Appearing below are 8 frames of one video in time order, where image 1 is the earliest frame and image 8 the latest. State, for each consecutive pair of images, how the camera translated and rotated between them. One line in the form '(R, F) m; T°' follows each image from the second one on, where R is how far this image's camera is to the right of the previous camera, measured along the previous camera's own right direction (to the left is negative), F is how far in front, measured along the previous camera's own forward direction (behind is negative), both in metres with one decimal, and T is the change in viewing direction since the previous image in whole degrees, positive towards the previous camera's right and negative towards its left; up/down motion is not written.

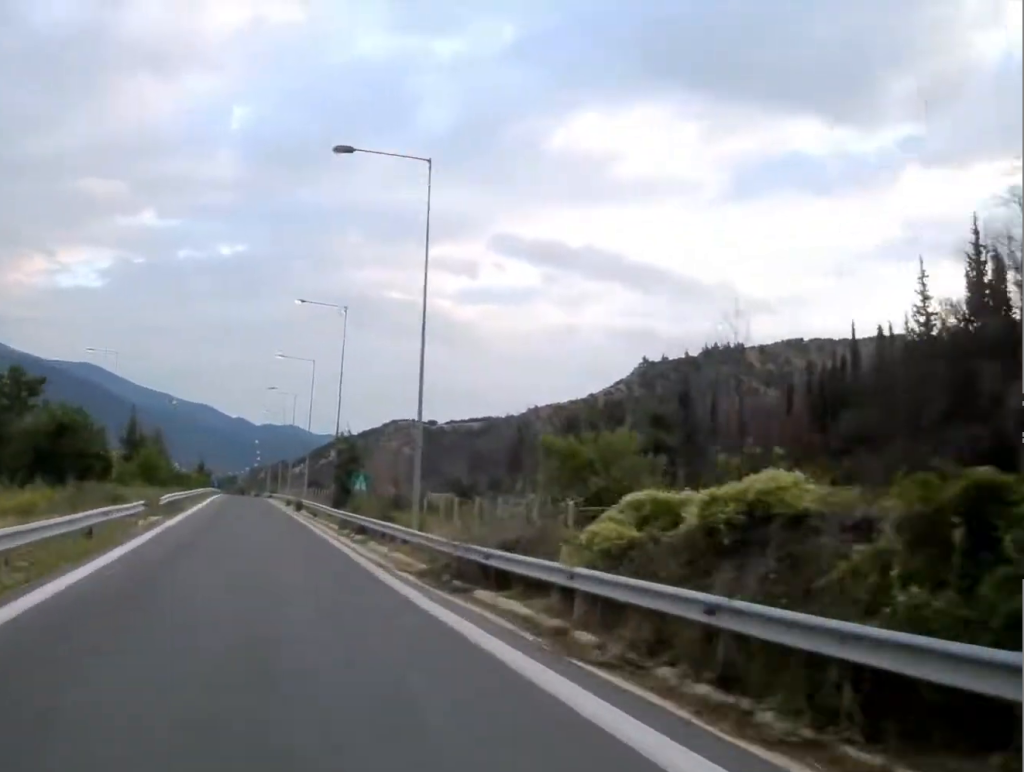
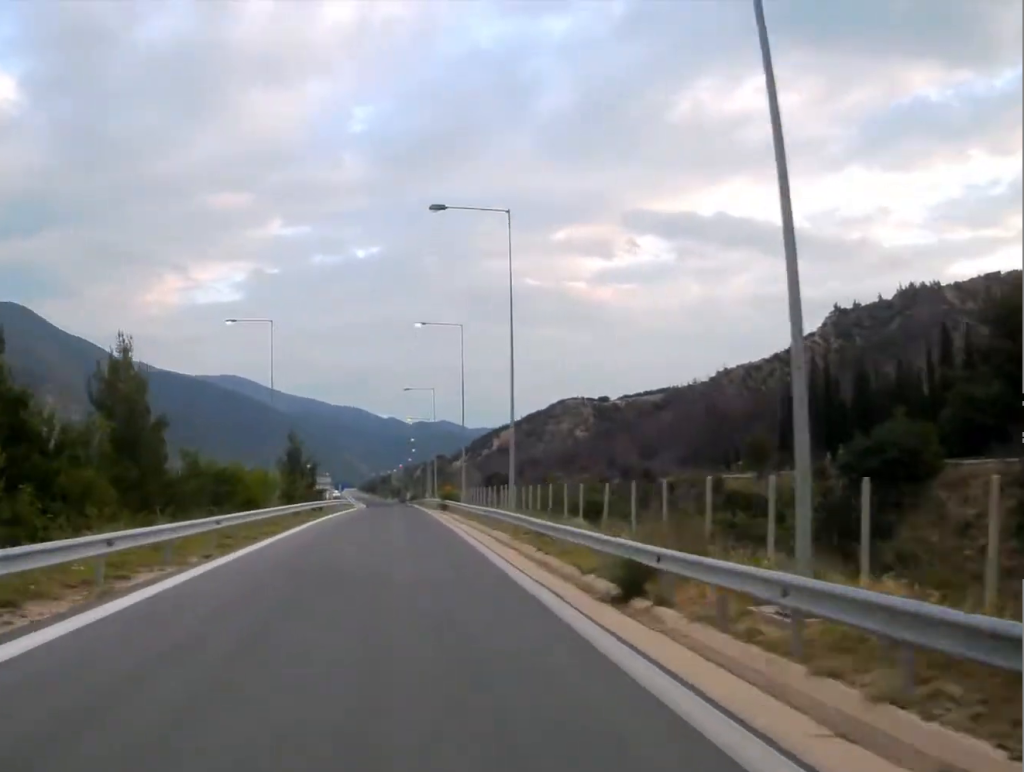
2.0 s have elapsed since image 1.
(-10.7, +64.2) m; -12°
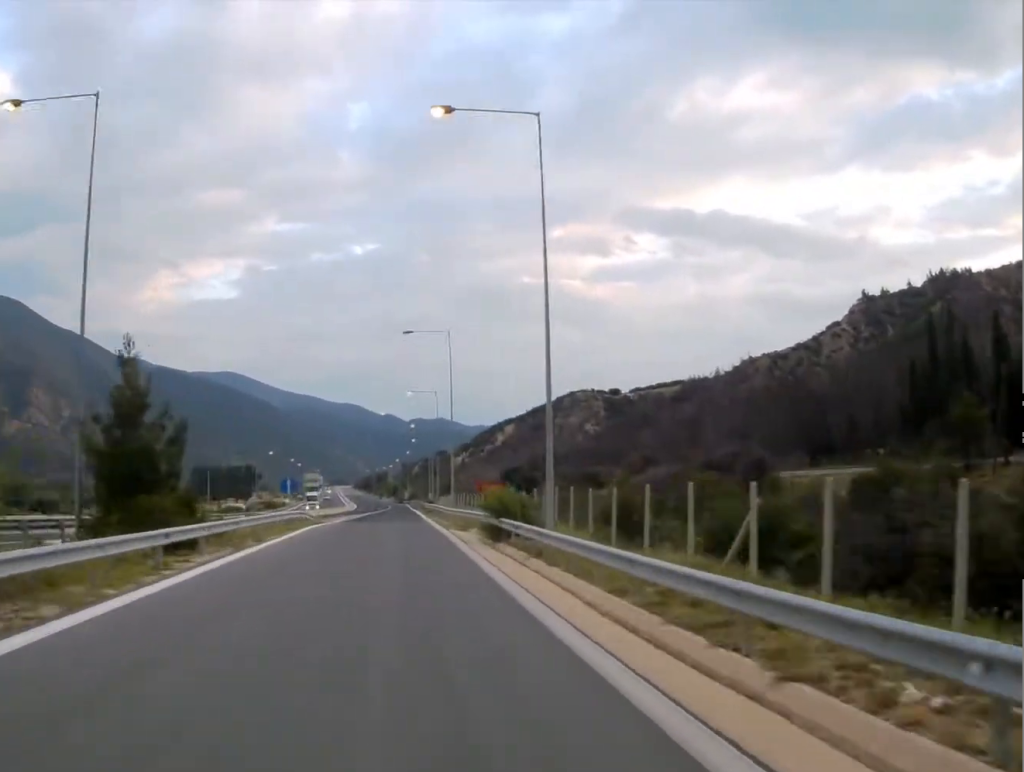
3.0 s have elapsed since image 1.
(-0.3, +36.0) m; 0°
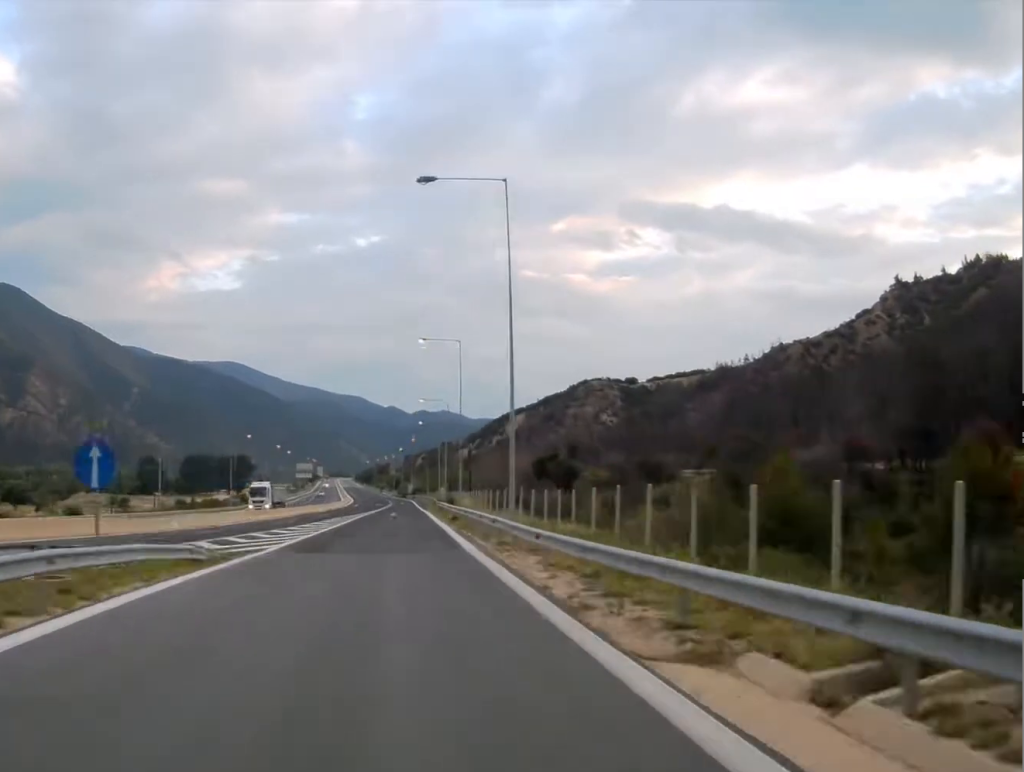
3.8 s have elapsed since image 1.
(0.0, +31.0) m; 0°
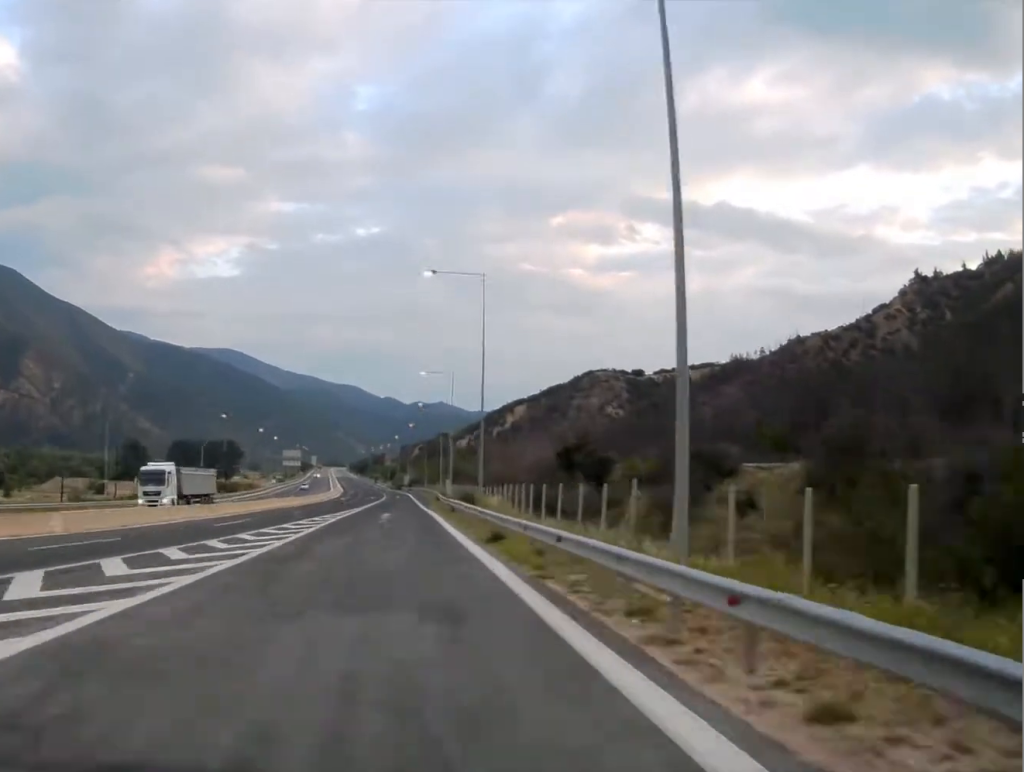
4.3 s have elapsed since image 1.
(+0.1, +18.4) m; 0°
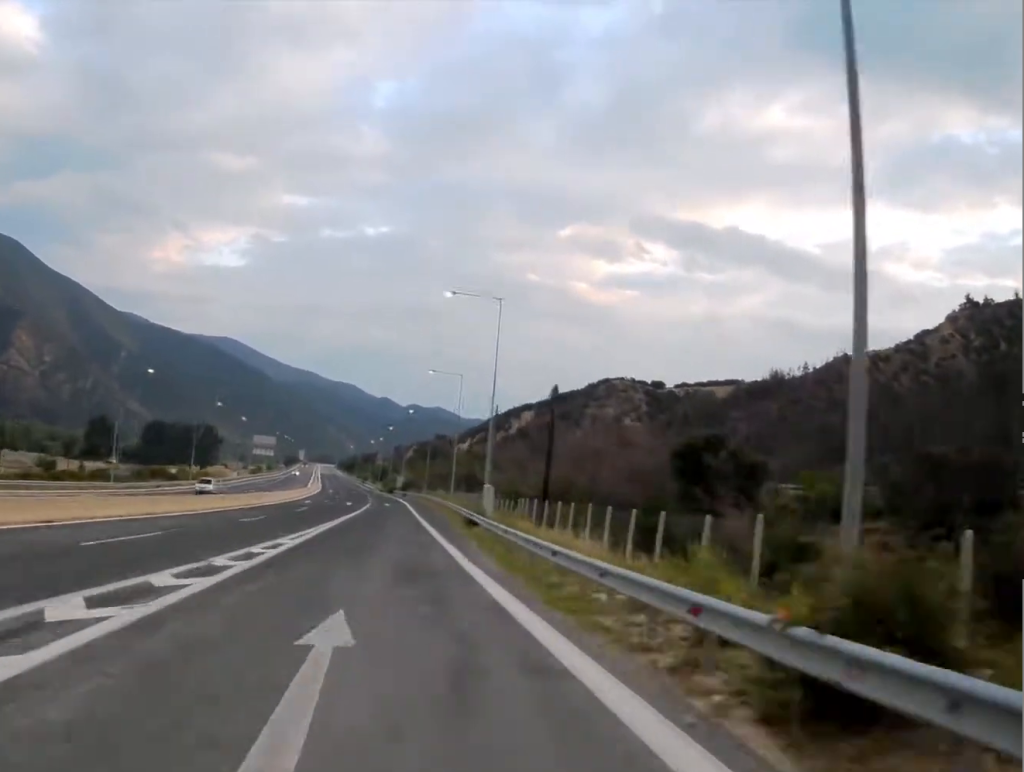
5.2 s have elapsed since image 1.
(+0.1, +37.5) m; 0°
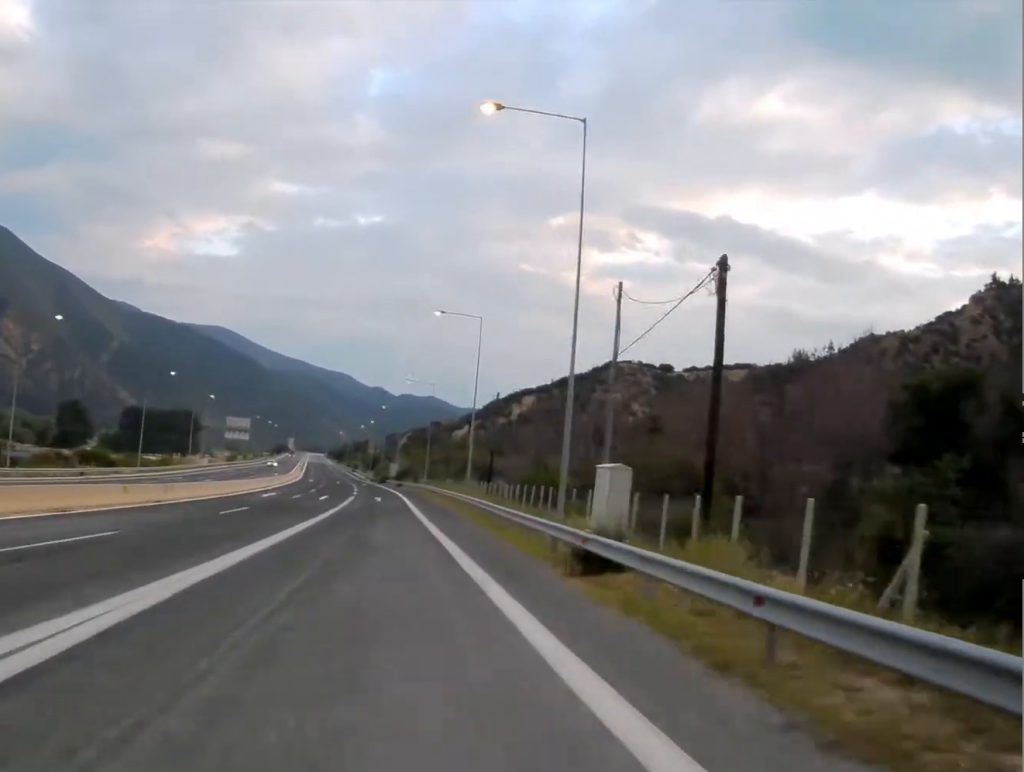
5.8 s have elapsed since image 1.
(-0.1, +23.4) m; 0°
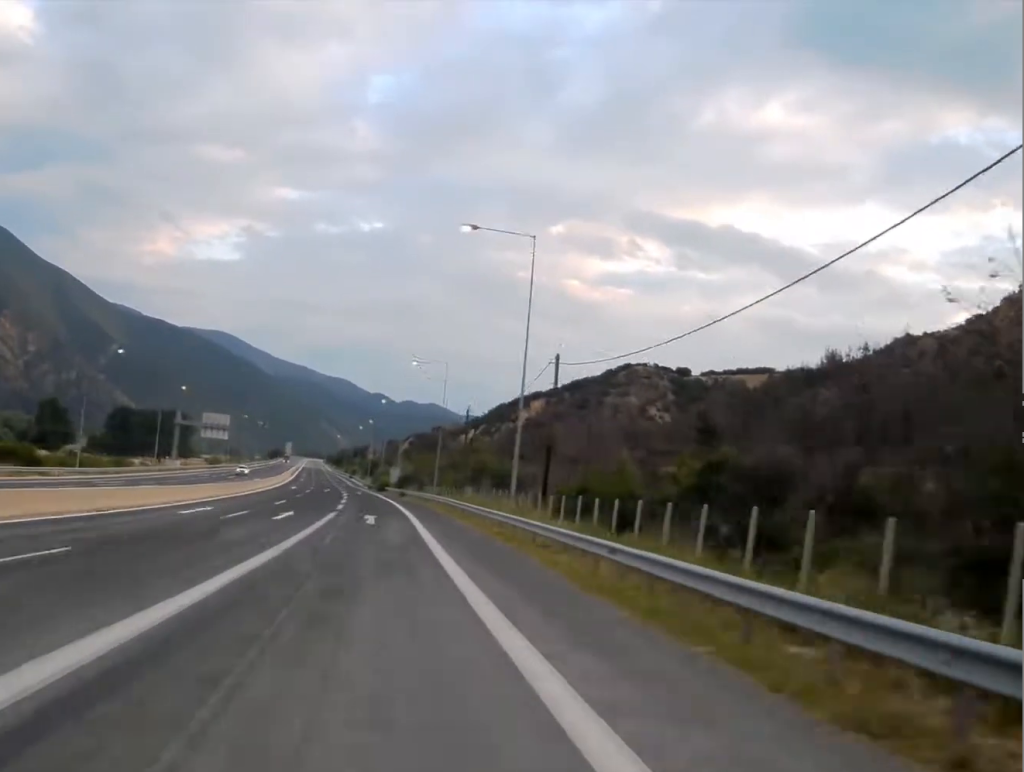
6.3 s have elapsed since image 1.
(-0.1, +22.0) m; 0°
